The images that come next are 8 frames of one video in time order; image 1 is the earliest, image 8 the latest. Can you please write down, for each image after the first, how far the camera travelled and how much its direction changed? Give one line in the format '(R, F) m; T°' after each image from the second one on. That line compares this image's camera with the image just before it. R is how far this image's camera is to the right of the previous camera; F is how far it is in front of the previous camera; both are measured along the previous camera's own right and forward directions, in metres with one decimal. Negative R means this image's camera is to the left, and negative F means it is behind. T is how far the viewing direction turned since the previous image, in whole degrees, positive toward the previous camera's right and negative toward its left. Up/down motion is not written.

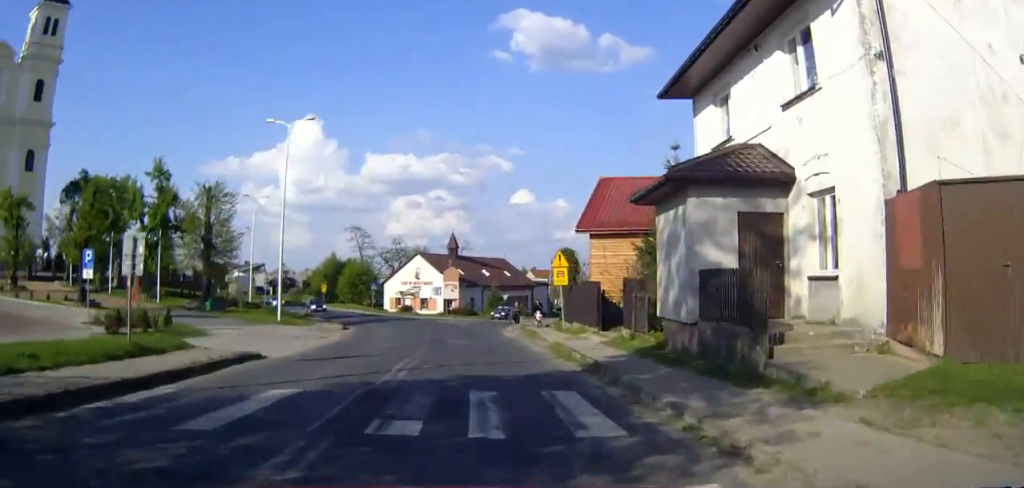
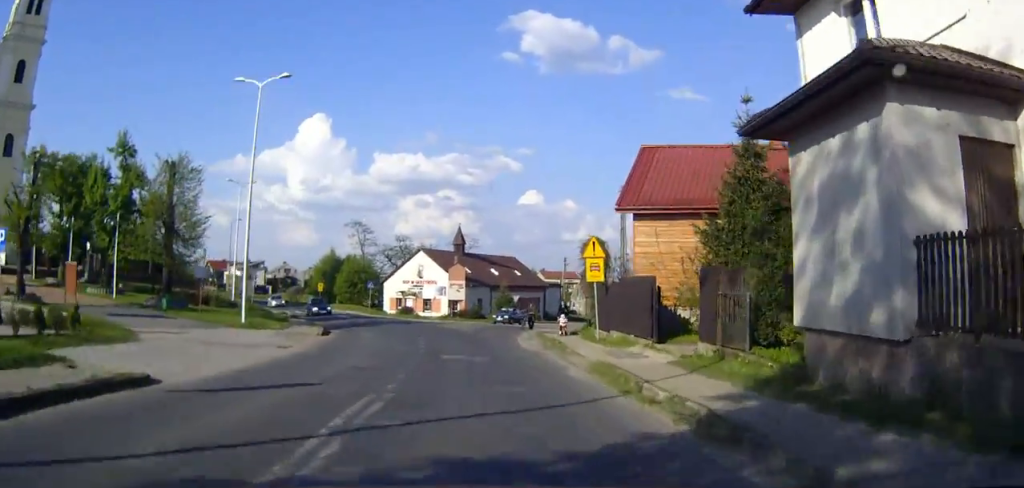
(0.0, +7.2) m; 0°
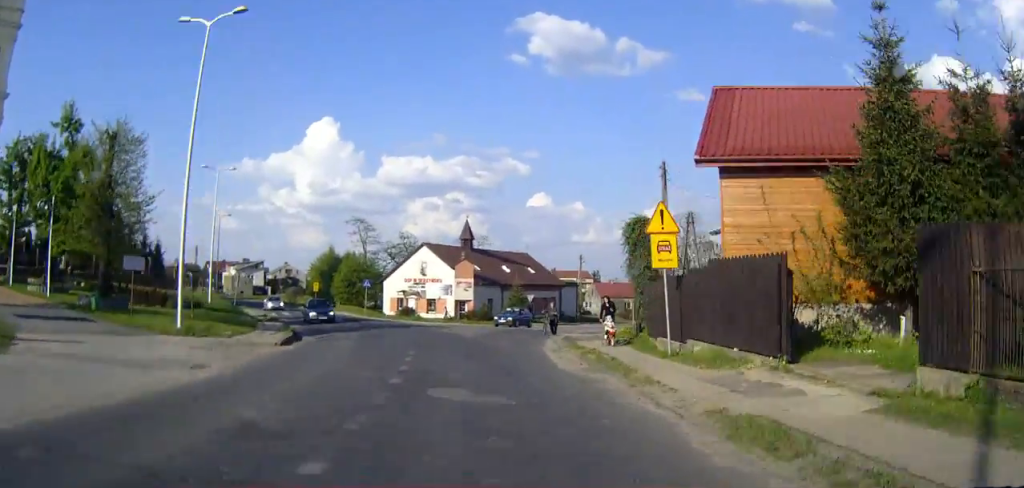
(-0.1, +8.1) m; -1°
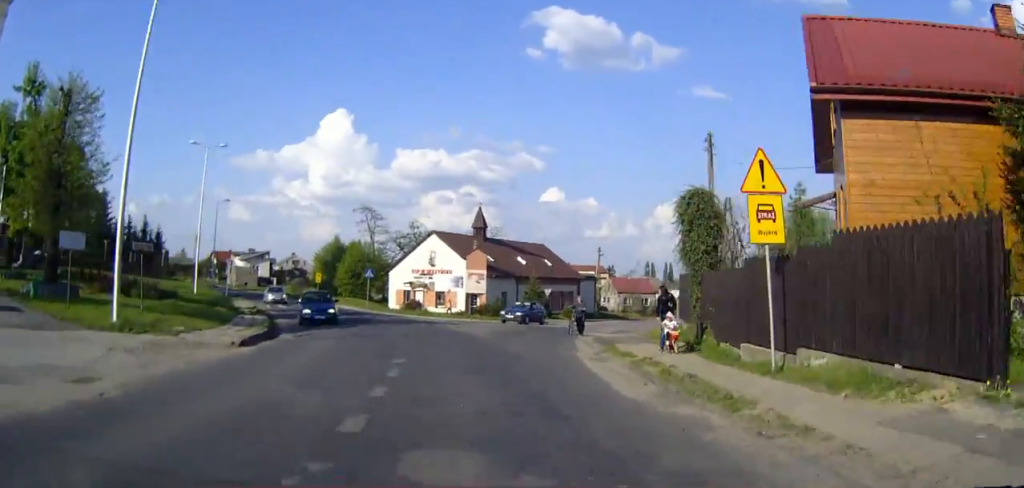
(0.0, +5.4) m; -1°
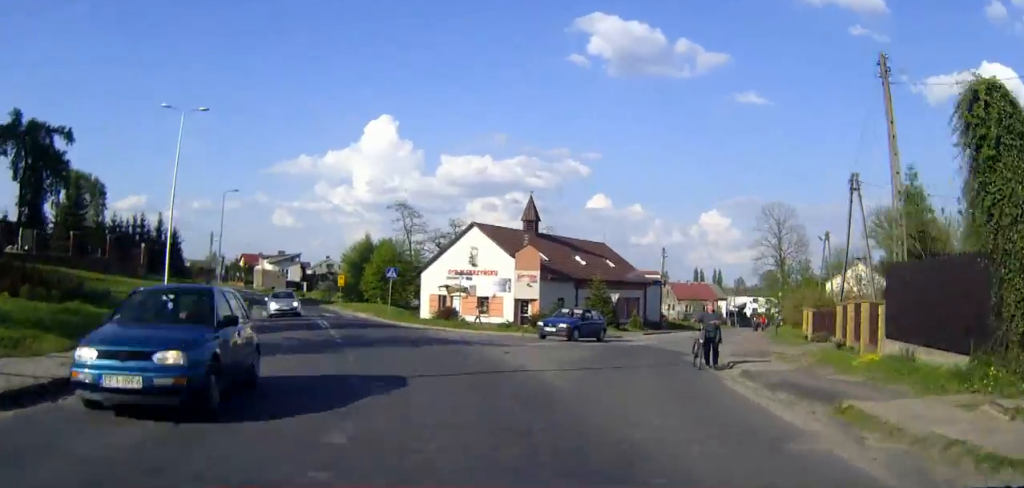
(-0.2, +12.2) m; -3°
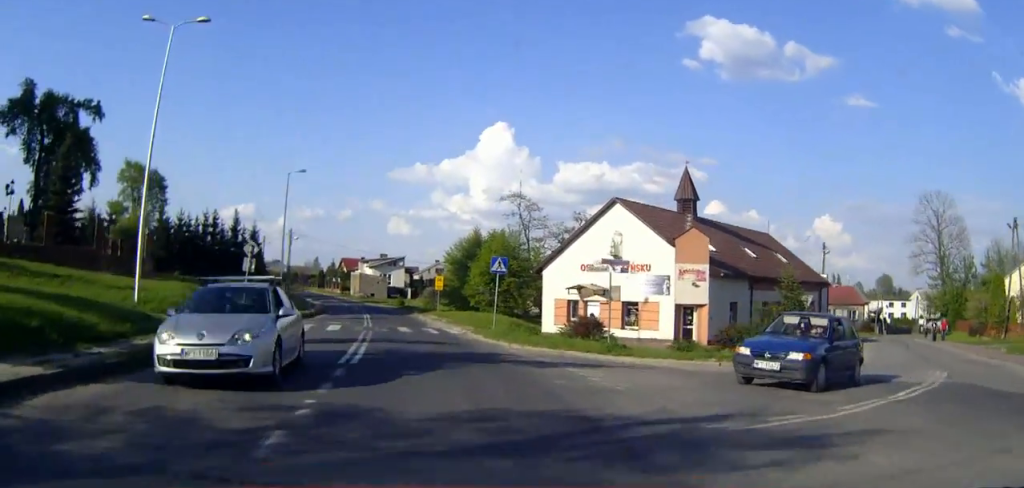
(-0.9, +15.7) m; -7°
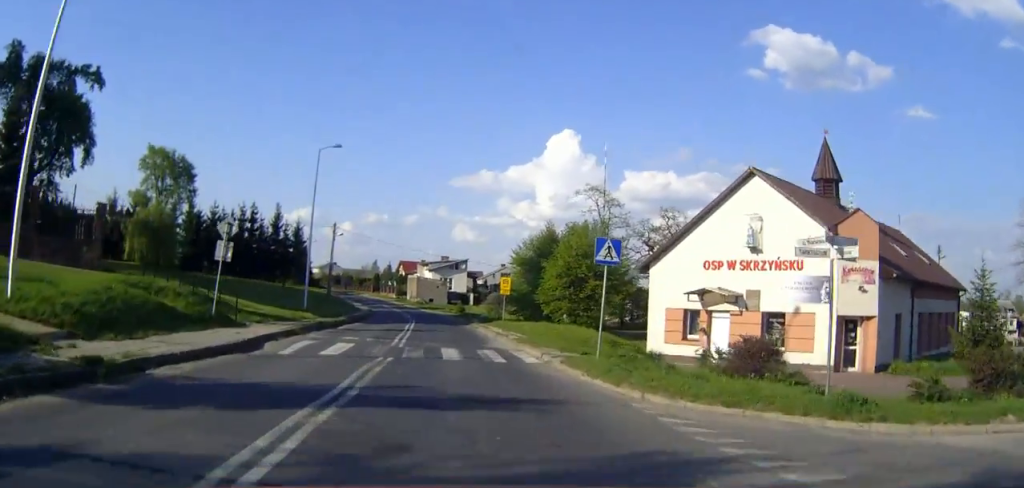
(-0.6, +11.5) m; -5°
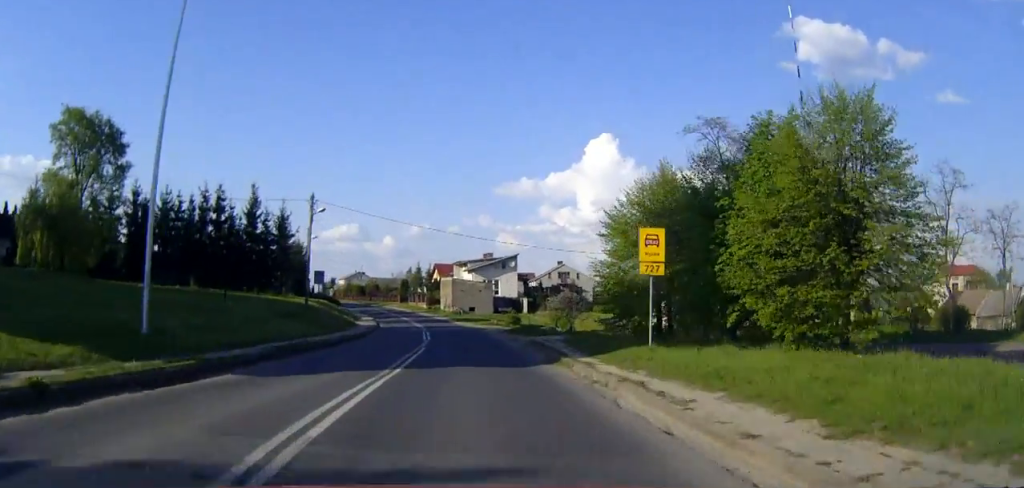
(-2.1, +28.5) m; -6°
